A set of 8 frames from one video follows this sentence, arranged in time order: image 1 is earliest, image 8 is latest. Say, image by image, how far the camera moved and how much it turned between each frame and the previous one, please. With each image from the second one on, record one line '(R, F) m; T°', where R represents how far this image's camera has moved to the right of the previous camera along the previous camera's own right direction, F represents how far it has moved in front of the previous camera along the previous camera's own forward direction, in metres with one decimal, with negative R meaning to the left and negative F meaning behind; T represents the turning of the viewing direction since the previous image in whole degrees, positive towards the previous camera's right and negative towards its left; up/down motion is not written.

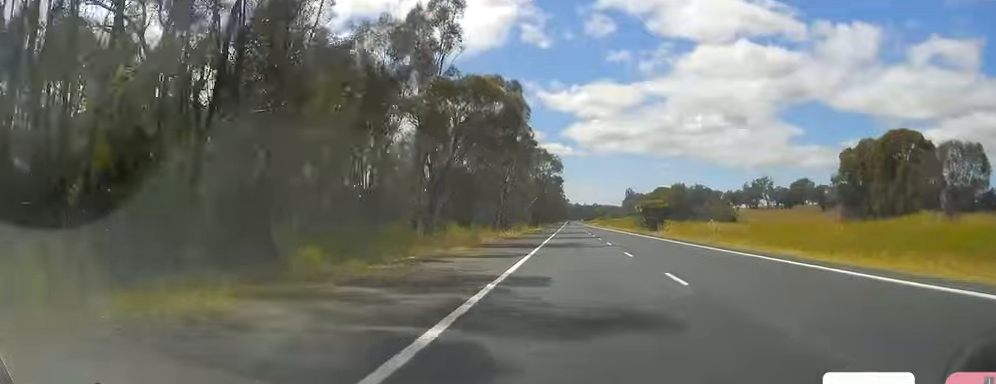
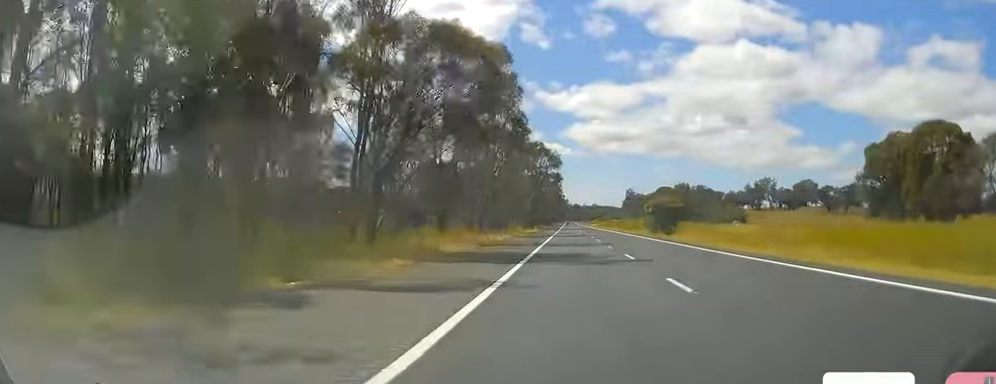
(-0.3, +12.7) m; -1°
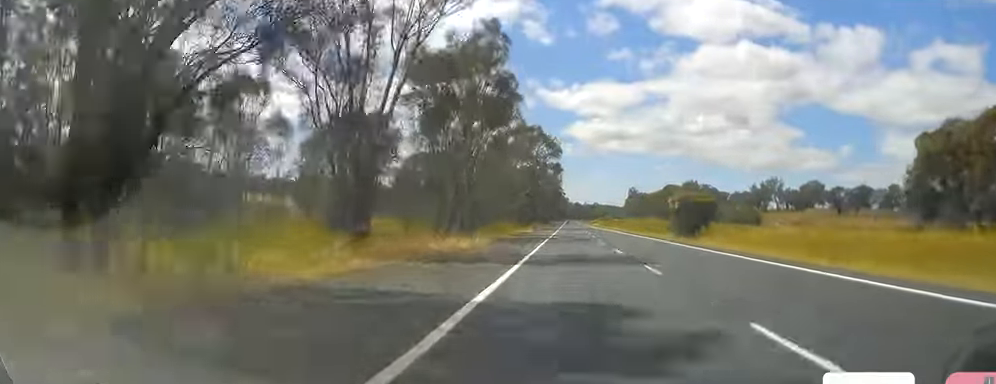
(-0.3, +19.6) m; -1°
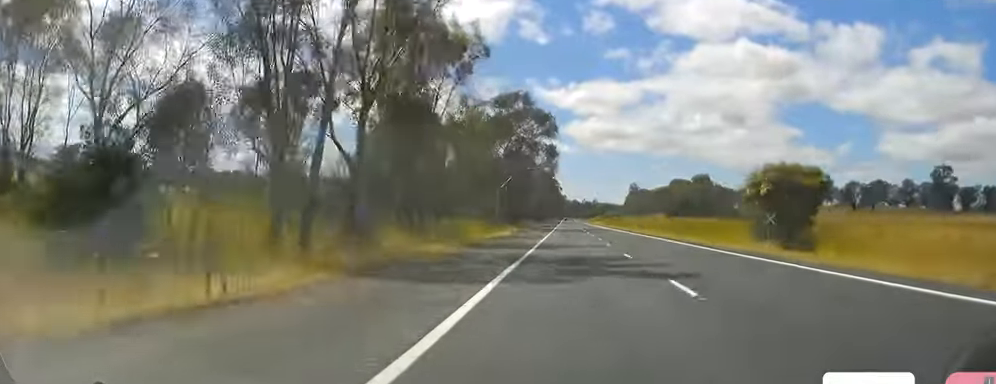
(-0.1, +29.5) m; +1°
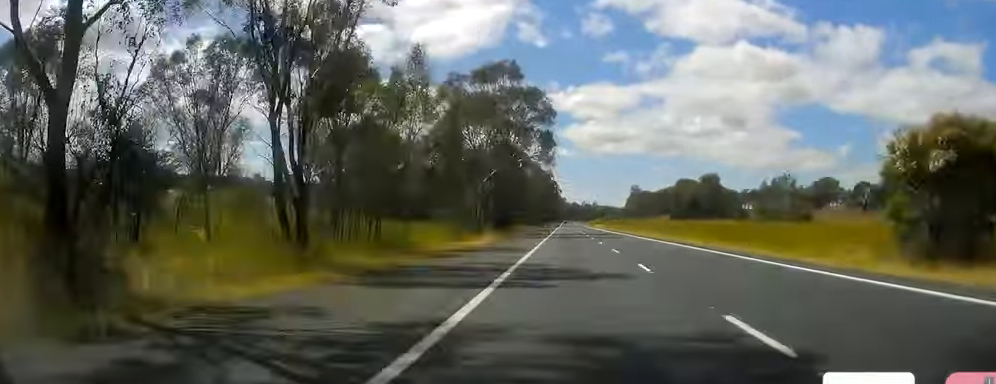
(+0.3, +17.6) m; +1°
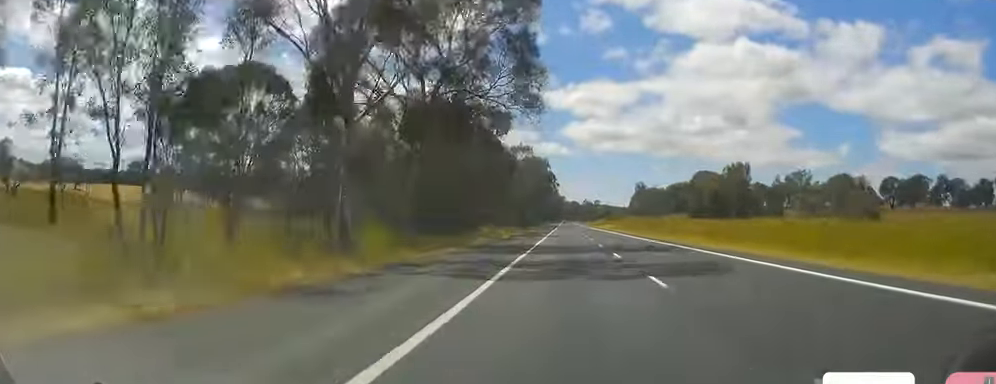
(+0.3, +40.1) m; 0°
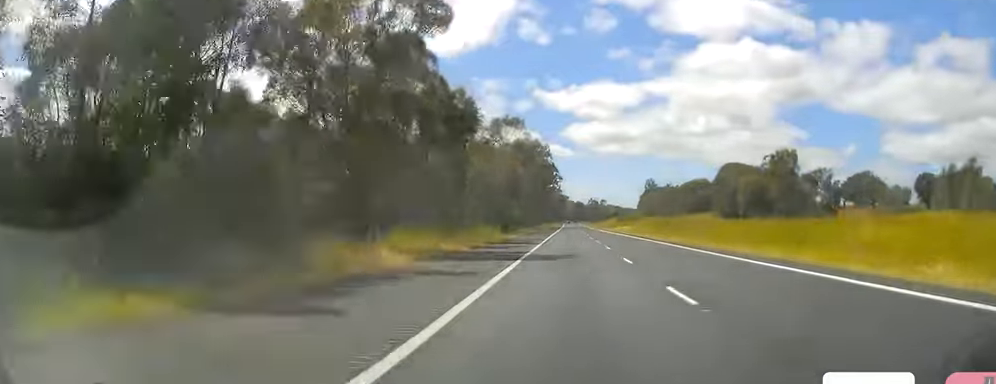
(-0.3, +39.1) m; -1°
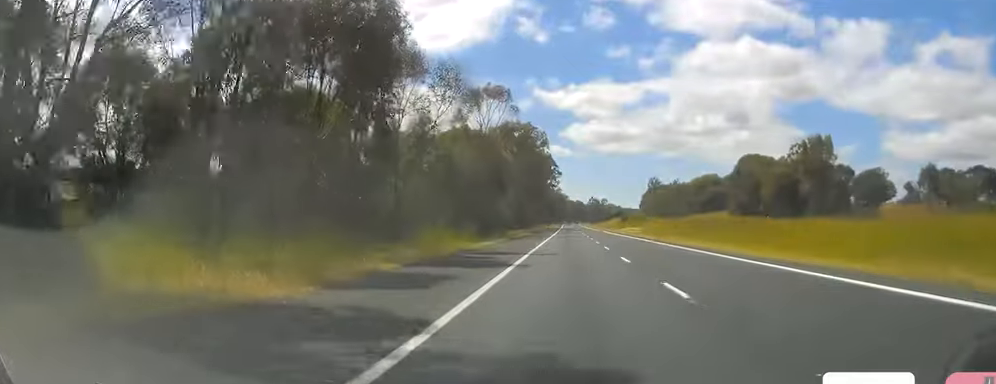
(-0.2, +22.4) m; 0°
